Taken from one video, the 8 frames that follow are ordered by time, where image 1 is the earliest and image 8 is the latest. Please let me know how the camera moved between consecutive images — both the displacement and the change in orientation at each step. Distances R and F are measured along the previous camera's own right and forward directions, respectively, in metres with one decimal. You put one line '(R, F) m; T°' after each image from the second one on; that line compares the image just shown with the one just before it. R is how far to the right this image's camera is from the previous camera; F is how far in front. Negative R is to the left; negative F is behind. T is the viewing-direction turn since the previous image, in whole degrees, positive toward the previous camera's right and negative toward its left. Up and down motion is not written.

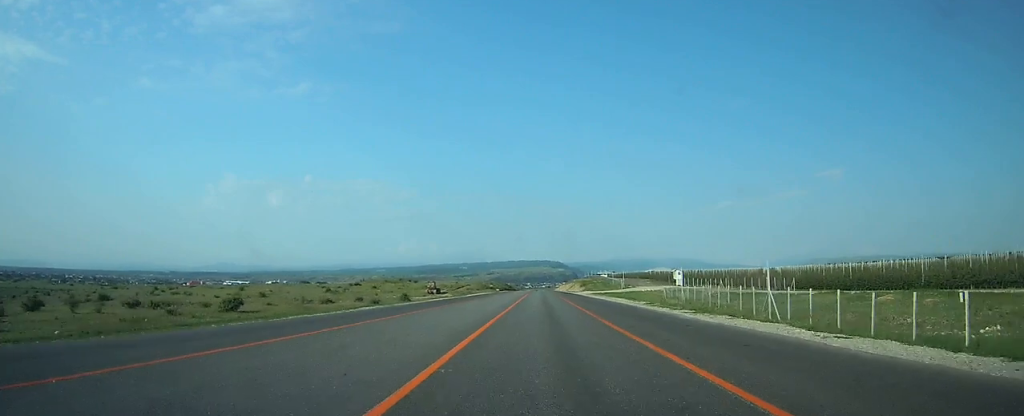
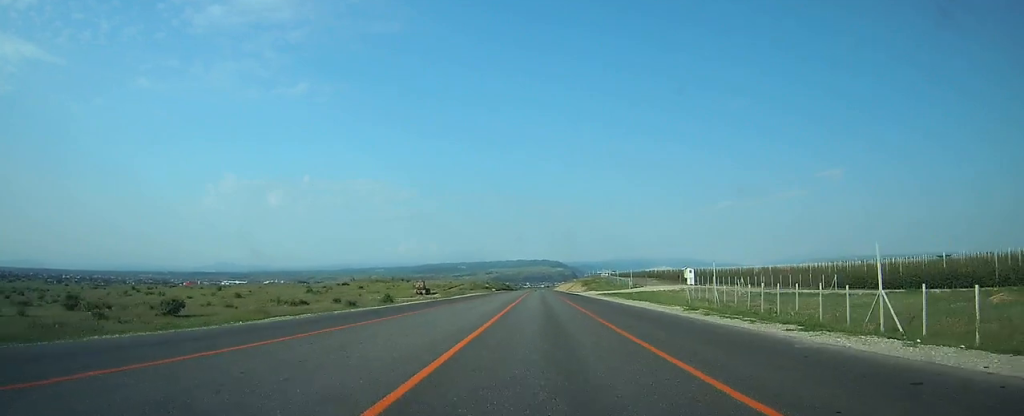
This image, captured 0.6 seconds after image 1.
(0.0, +11.7) m; 0°
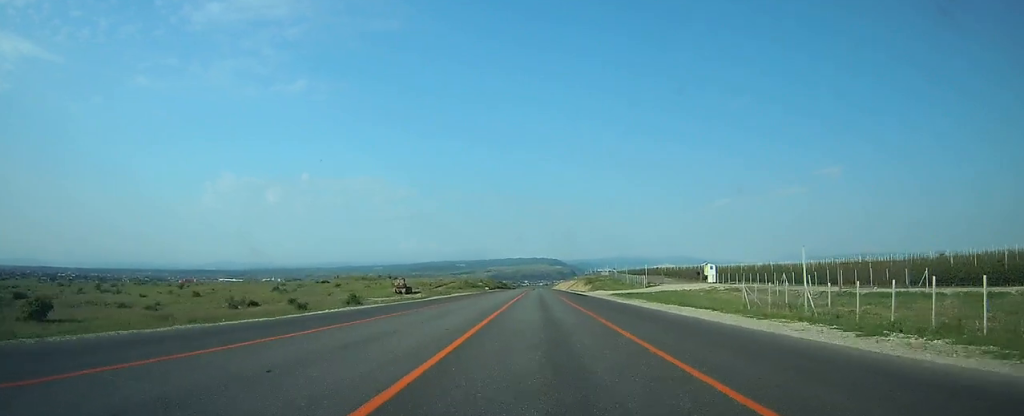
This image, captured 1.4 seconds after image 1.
(0.0, +17.2) m; 0°
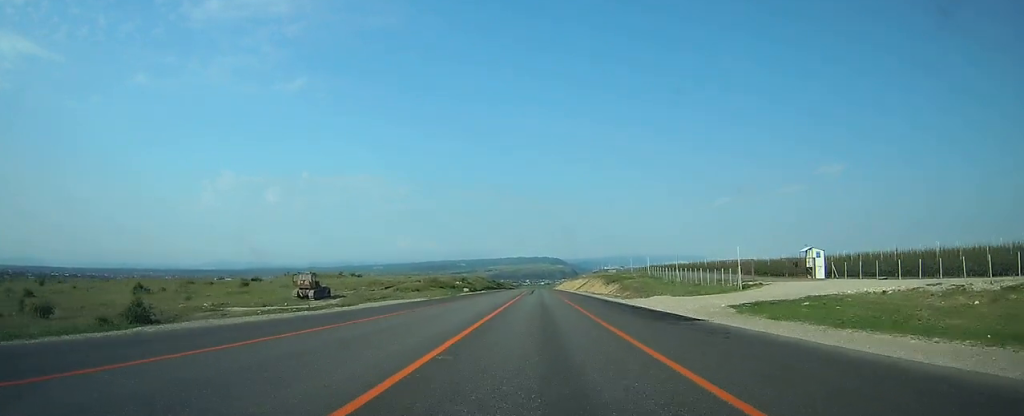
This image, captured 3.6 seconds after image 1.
(0.0, +44.9) m; 0°
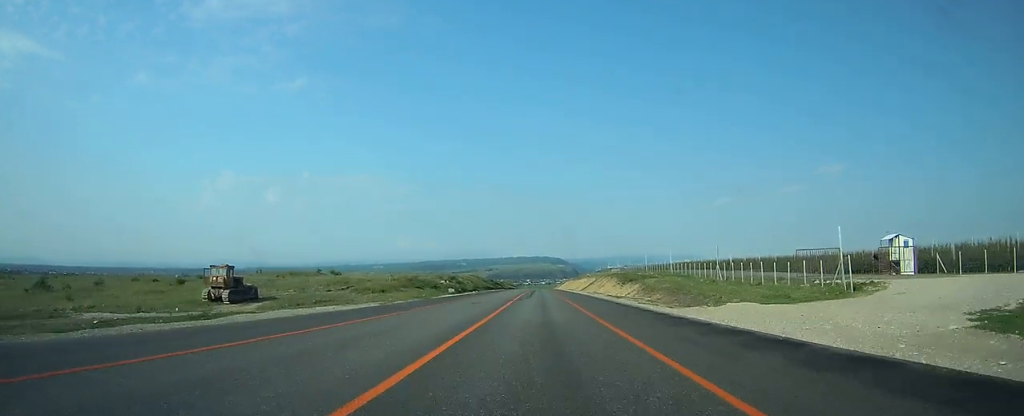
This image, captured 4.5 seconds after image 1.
(0.0, +18.6) m; 0°
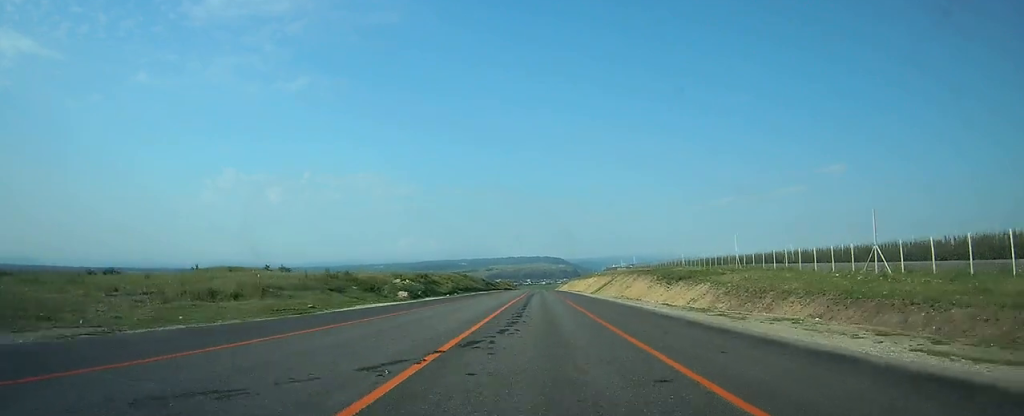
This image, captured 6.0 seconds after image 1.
(+0.1, +31.4) m; 0°
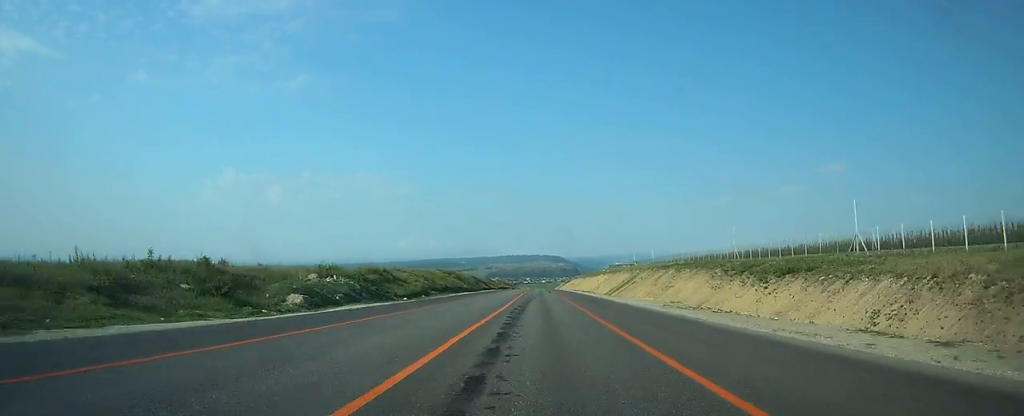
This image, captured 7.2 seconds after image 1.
(0.0, +25.0) m; 0°
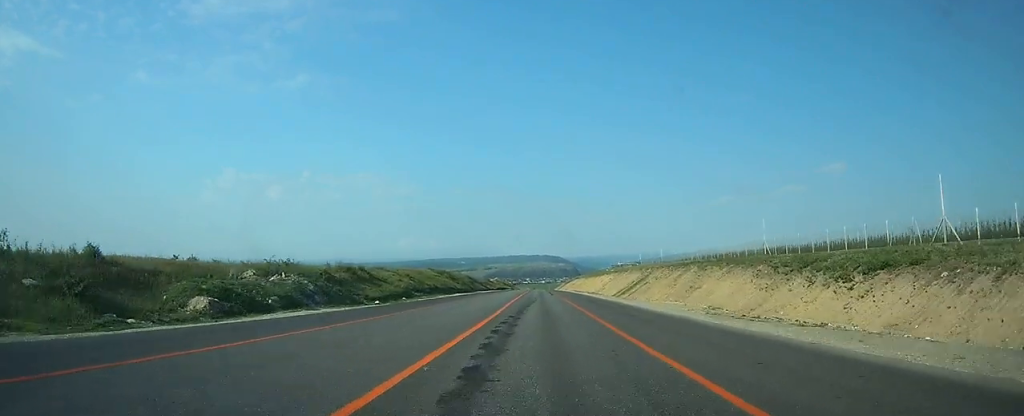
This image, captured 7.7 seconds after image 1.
(0.0, +9.4) m; 0°
